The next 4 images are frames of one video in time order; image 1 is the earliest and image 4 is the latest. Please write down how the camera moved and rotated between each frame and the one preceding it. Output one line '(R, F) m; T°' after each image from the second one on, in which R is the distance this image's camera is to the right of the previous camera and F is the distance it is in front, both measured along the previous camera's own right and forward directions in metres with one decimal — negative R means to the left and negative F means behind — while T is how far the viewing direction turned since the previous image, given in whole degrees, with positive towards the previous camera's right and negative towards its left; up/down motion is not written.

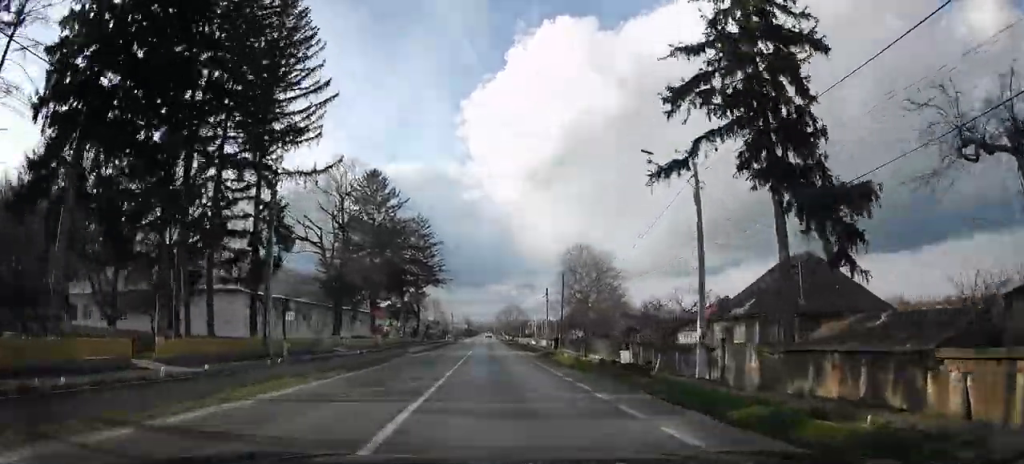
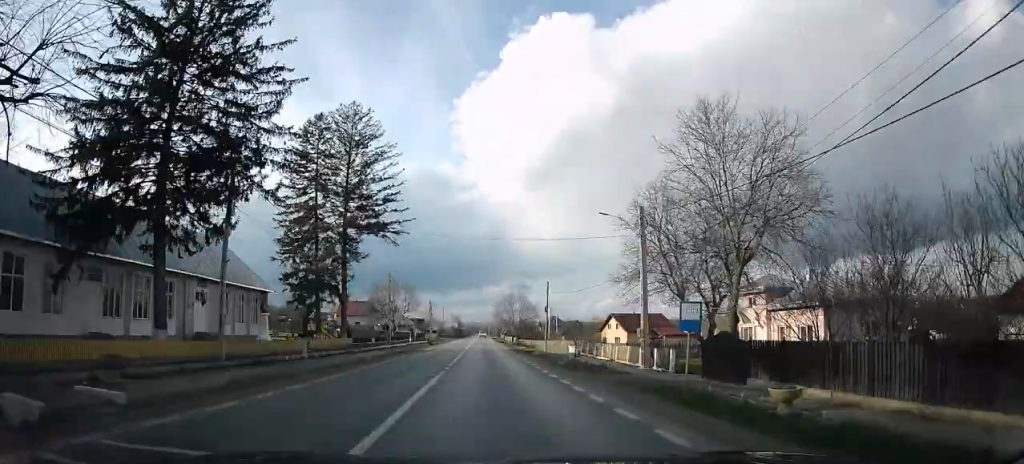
(-1.7, +45.1) m; -2°
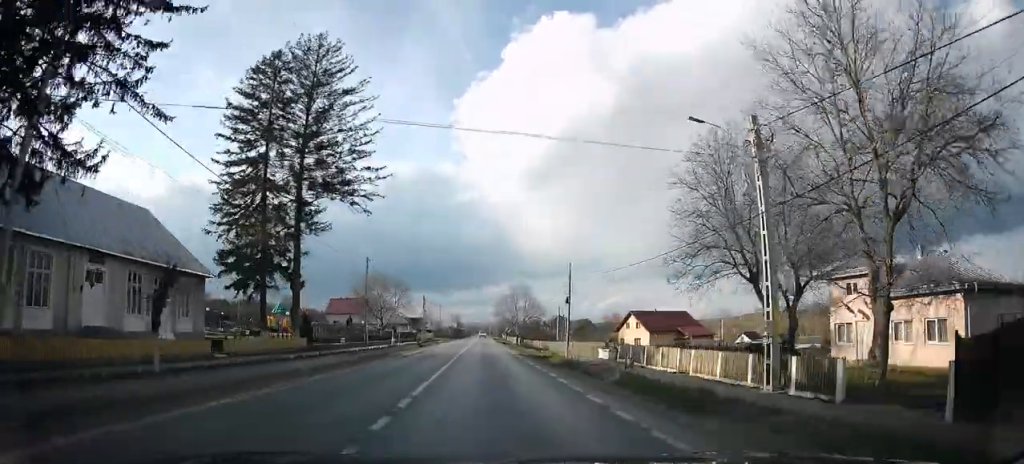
(0.0, +12.1) m; +1°
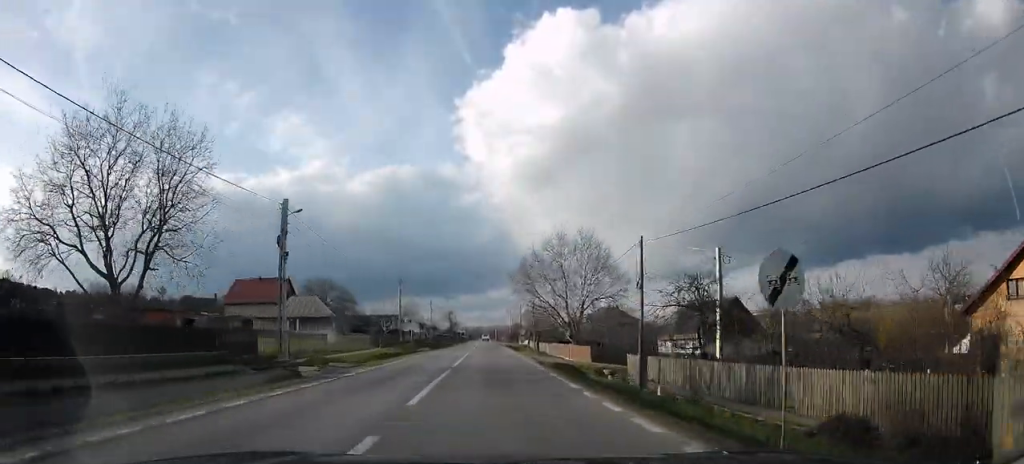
(+0.8, +66.6) m; -1°
